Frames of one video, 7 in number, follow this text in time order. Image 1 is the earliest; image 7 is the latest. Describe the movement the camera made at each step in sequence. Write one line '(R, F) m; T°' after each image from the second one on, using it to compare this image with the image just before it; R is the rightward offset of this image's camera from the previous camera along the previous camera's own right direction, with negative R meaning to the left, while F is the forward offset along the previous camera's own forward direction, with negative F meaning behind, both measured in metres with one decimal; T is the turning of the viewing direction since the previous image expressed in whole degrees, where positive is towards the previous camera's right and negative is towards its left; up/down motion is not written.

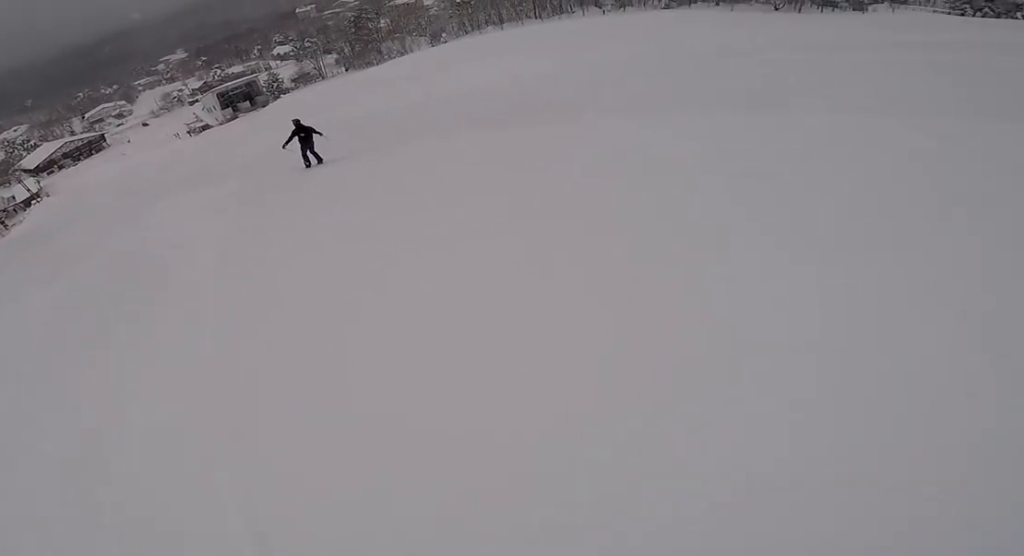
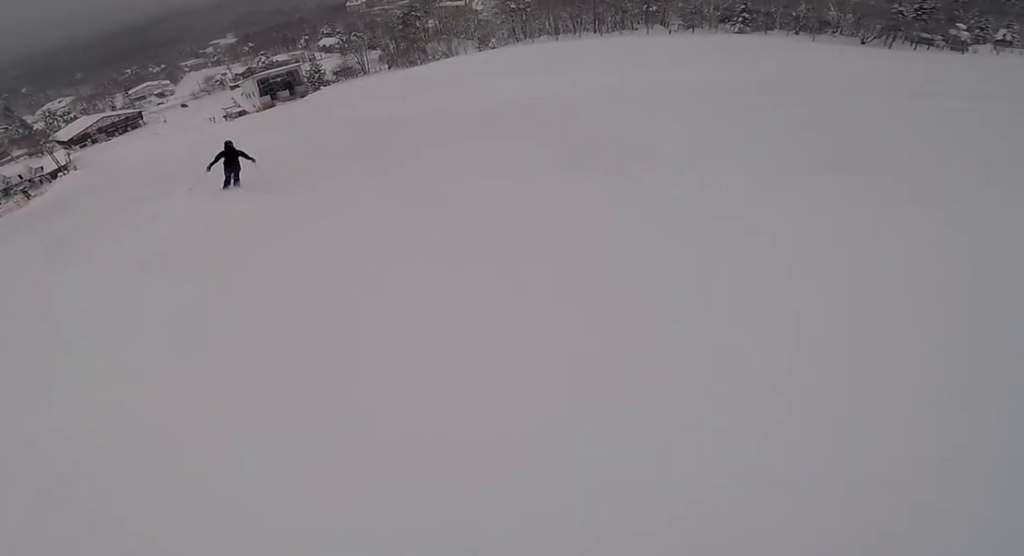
(+0.1, +5.1) m; 0°
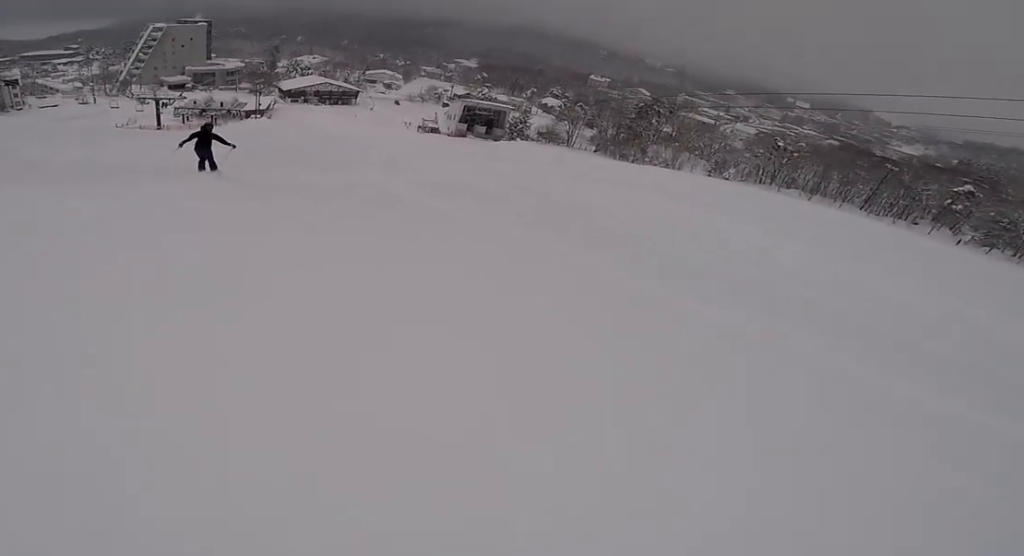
(-0.6, +13.0) m; -15°
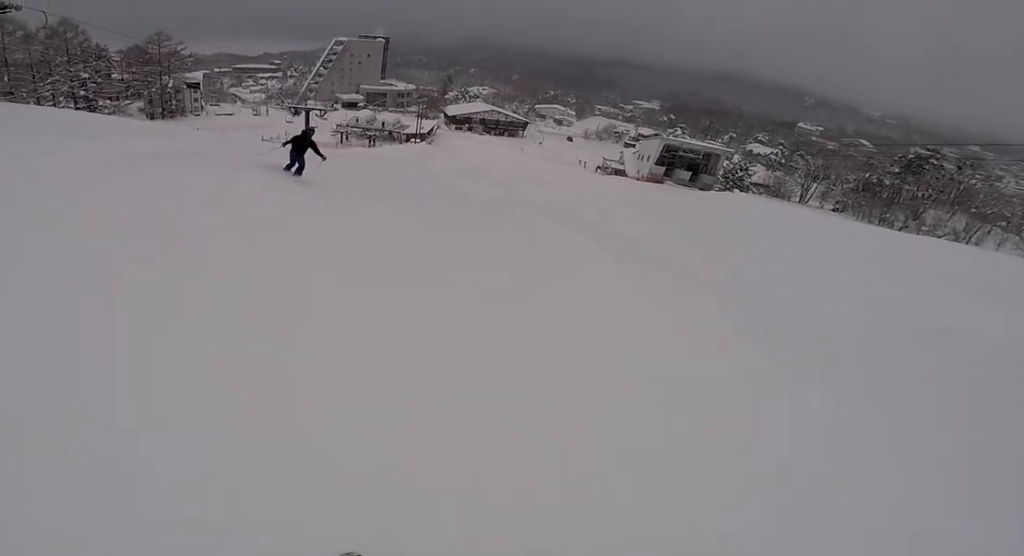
(-6.3, +20.5) m; -18°
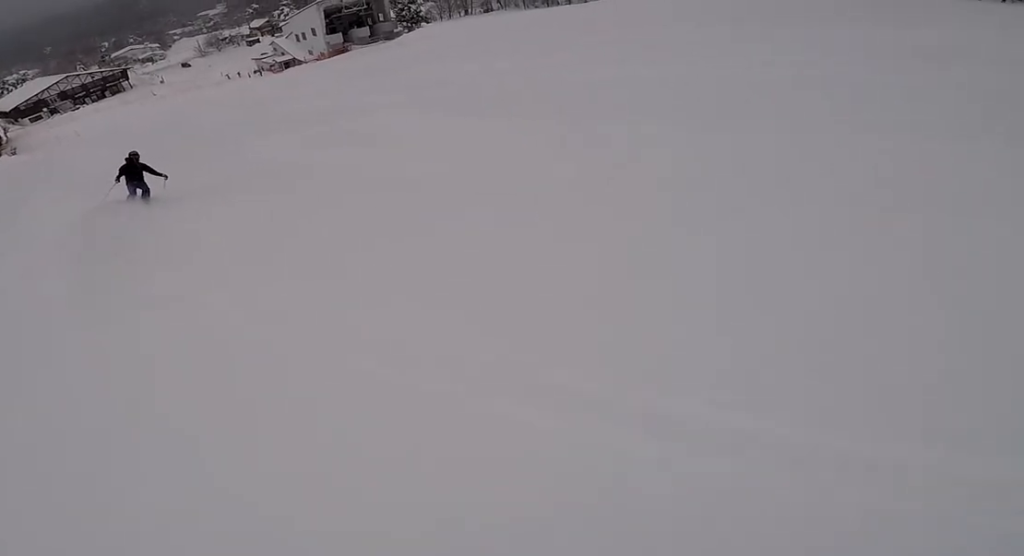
(+8.0, +27.3) m; +33°
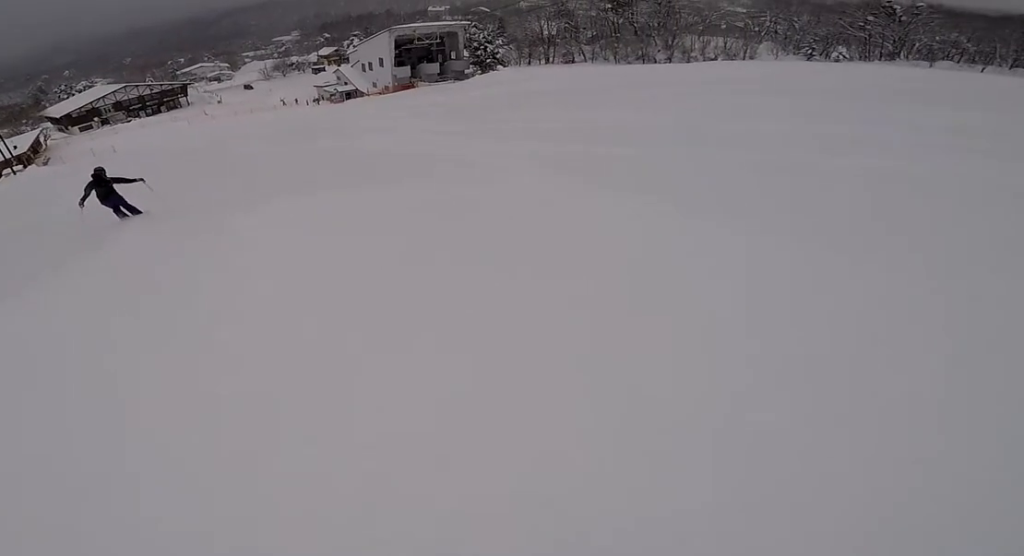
(0.0, +9.3) m; -6°
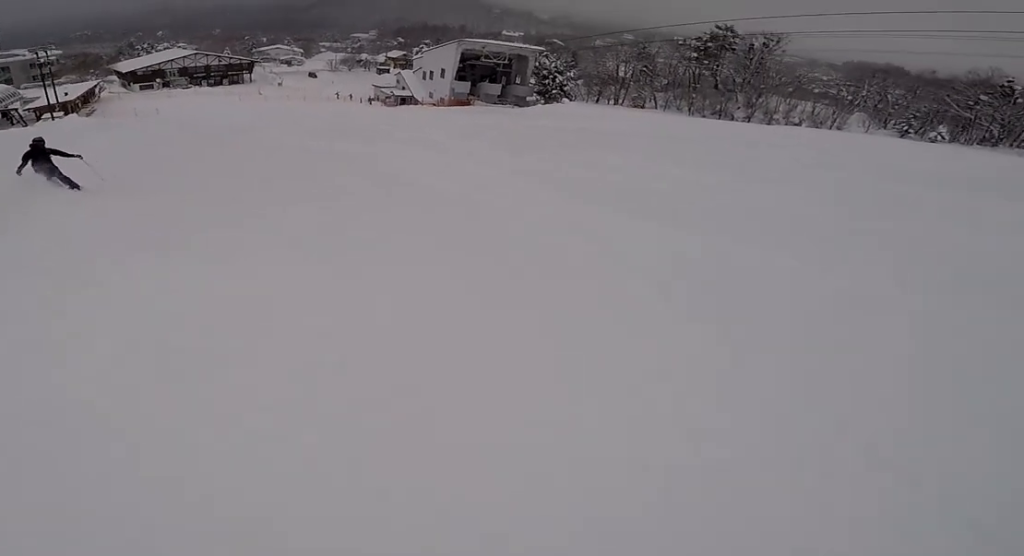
(-0.1, +4.9) m; -5°
